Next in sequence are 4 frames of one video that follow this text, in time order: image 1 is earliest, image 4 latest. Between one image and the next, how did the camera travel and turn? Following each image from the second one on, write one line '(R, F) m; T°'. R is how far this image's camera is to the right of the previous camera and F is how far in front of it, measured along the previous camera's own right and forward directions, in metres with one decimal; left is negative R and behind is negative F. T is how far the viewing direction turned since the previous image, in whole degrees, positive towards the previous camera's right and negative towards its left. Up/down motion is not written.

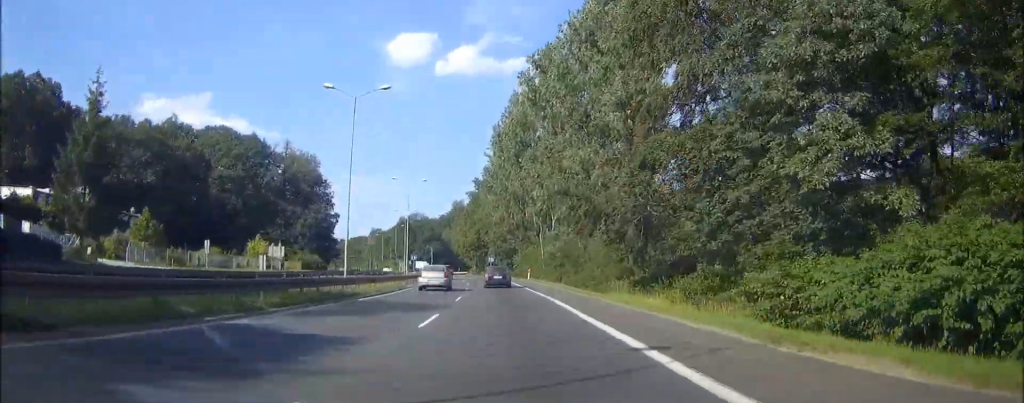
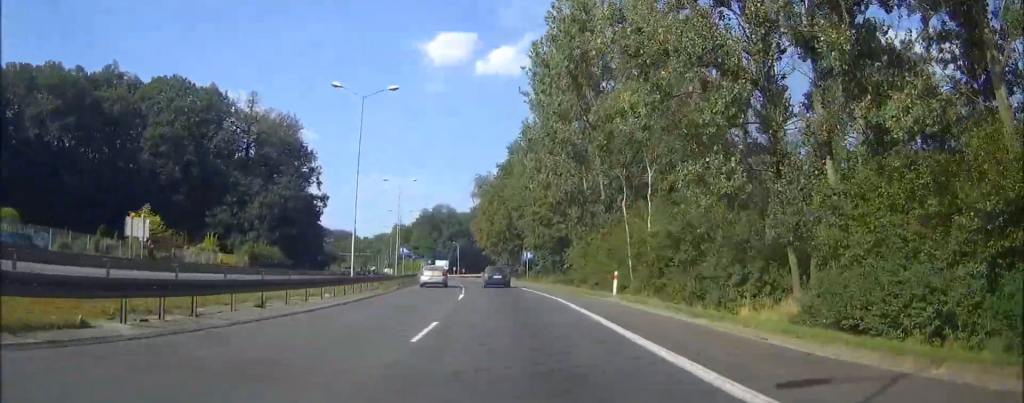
(-1.2, +38.7) m; -3°
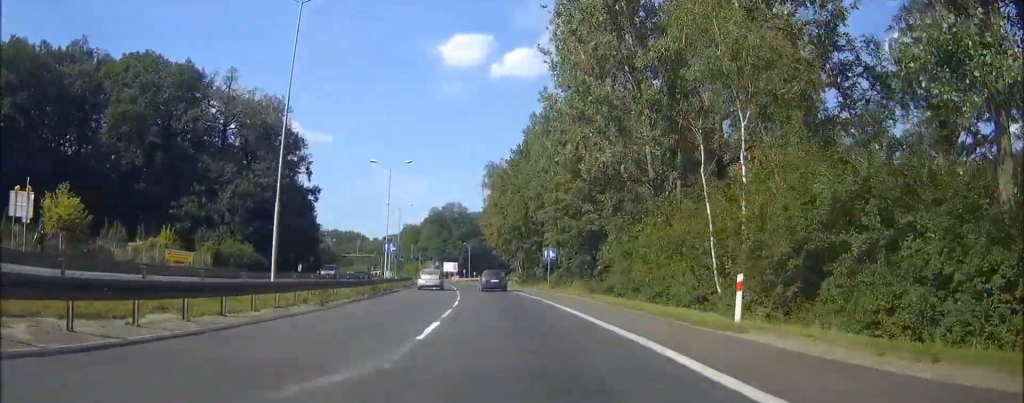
(-0.1, +14.4) m; -1°
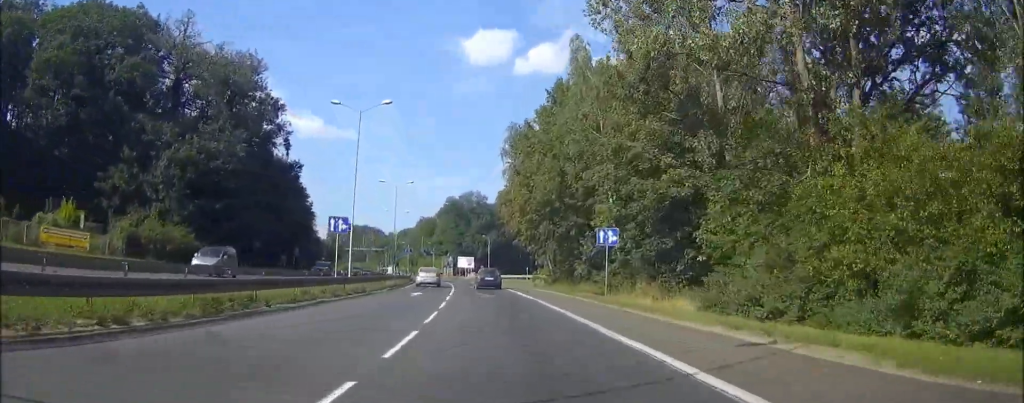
(-0.4, +20.8) m; -2°
